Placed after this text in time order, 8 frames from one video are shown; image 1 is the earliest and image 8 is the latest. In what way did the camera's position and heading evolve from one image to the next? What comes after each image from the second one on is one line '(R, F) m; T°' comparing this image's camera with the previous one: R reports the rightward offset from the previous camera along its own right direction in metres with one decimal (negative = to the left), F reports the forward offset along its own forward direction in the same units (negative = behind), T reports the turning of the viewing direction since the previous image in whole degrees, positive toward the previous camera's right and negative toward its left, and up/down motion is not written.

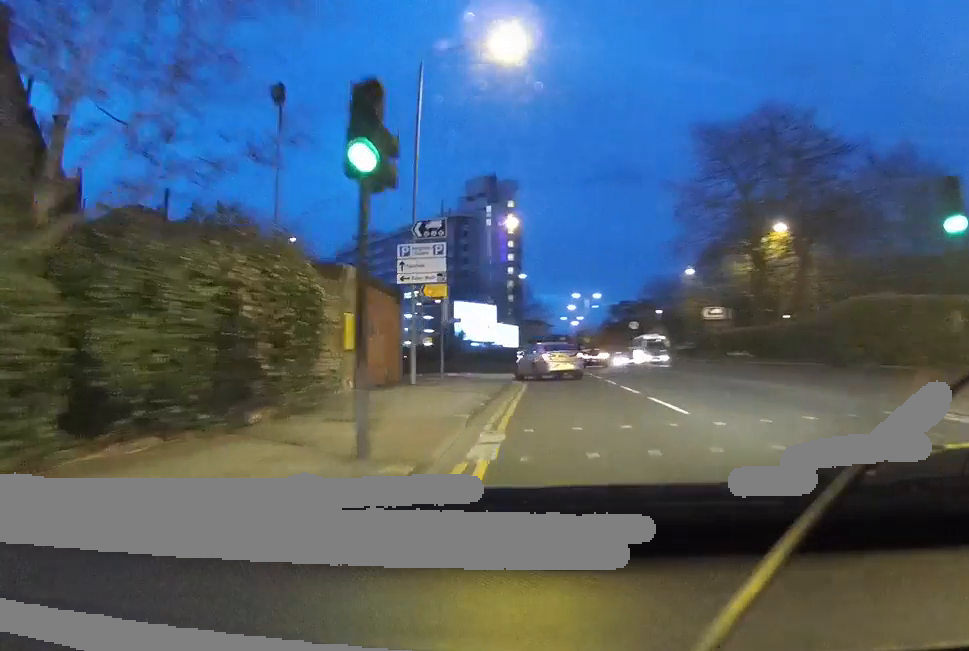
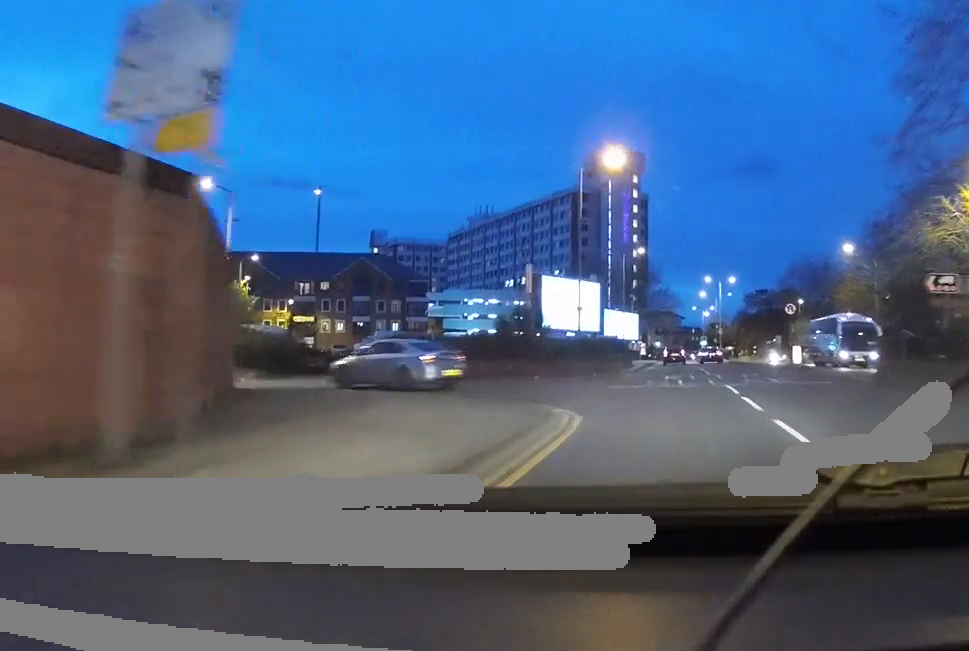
(-2.8, +17.7) m; -9°
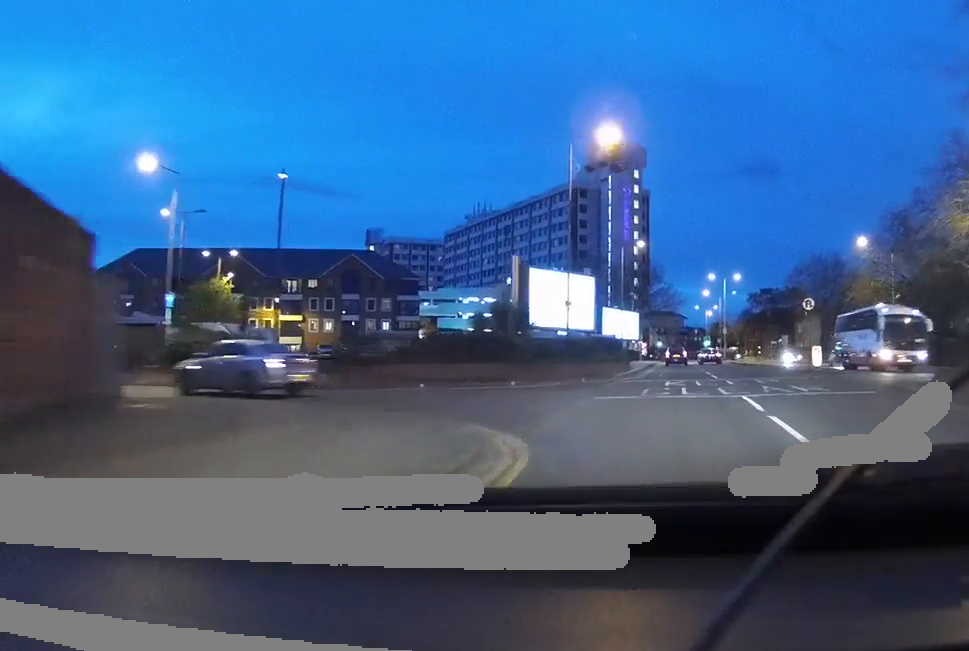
(0.0, +4.8) m; 0°
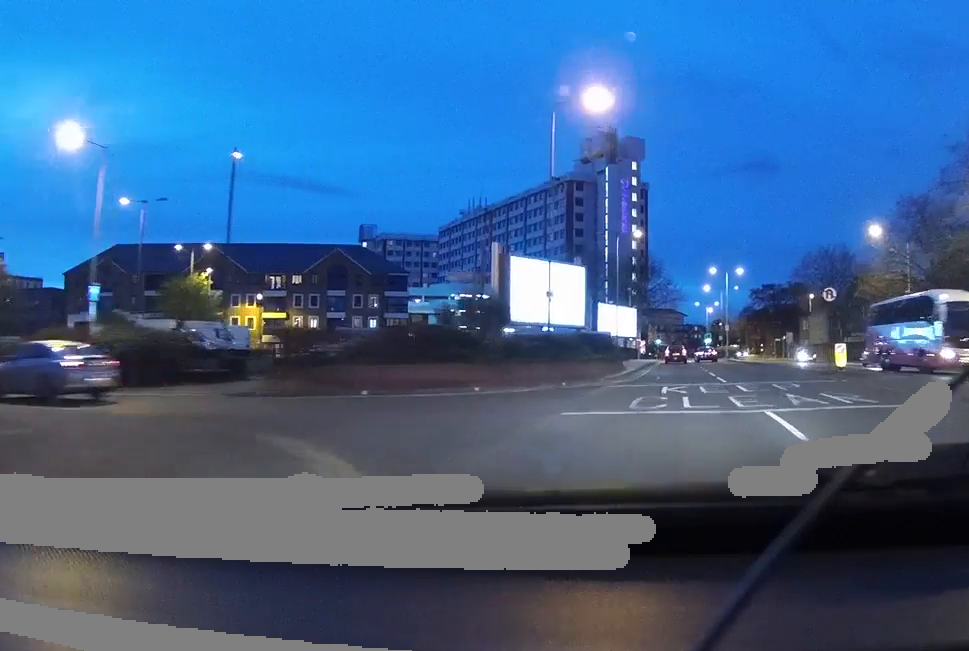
(0.0, +4.8) m; 0°
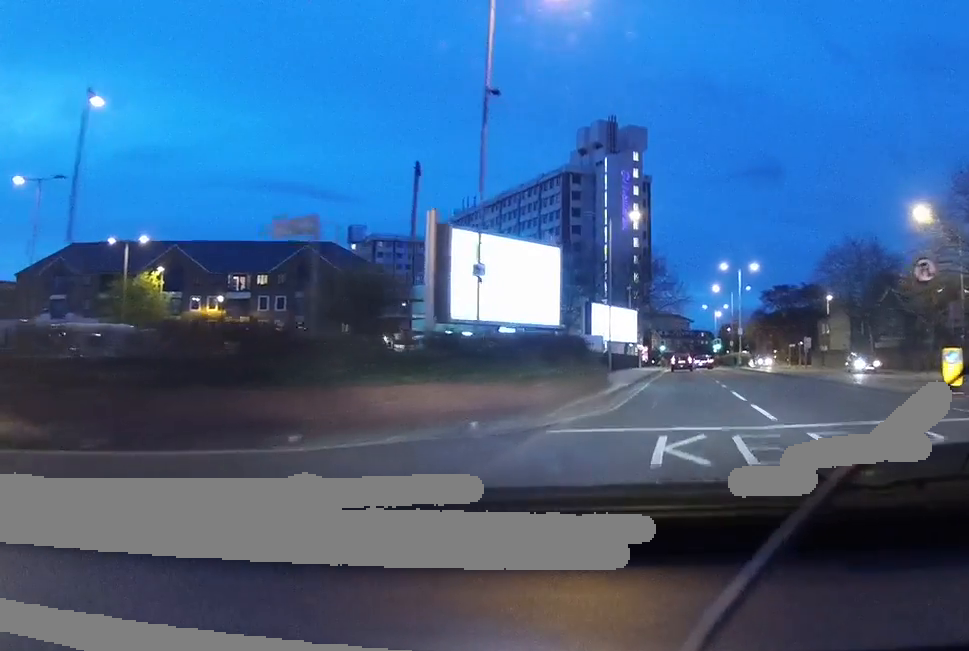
(0.0, +10.8) m; 0°
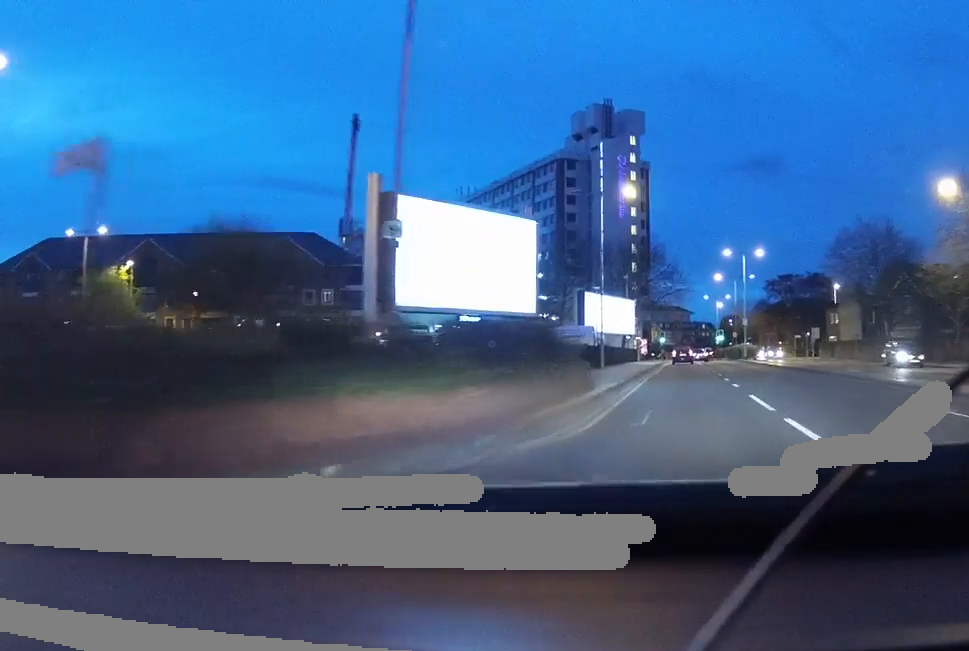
(0.0, +5.4) m; 0°
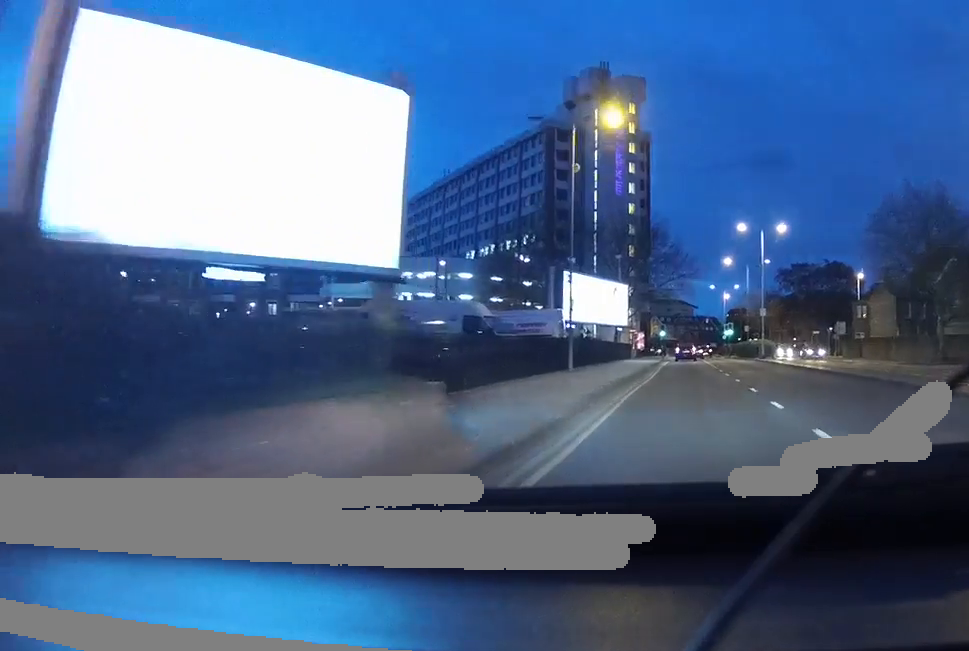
(-0.1, +12.6) m; -1°
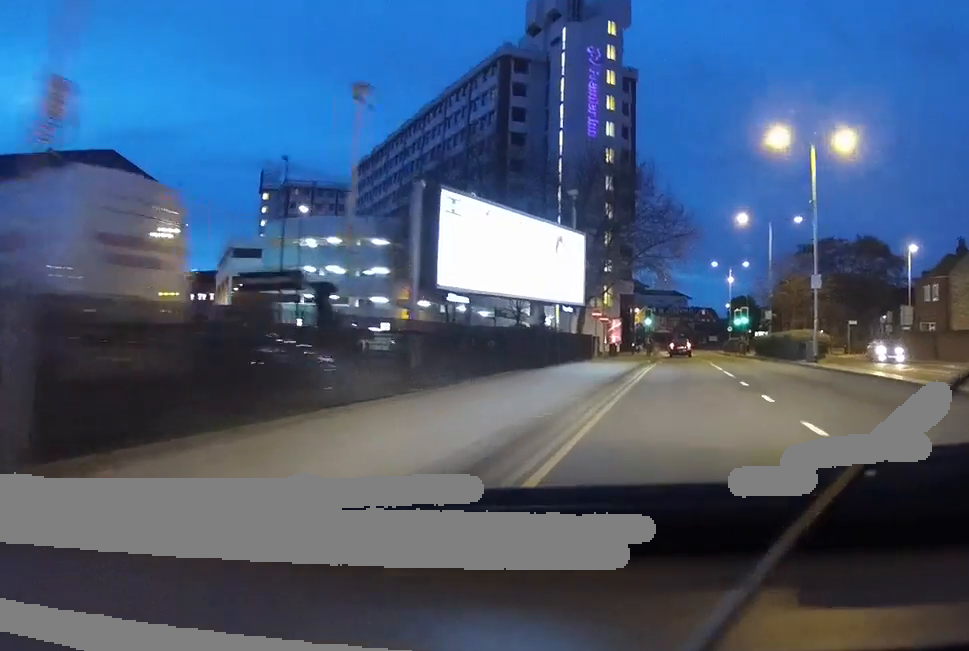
(-0.1, +23.0) m; 0°
